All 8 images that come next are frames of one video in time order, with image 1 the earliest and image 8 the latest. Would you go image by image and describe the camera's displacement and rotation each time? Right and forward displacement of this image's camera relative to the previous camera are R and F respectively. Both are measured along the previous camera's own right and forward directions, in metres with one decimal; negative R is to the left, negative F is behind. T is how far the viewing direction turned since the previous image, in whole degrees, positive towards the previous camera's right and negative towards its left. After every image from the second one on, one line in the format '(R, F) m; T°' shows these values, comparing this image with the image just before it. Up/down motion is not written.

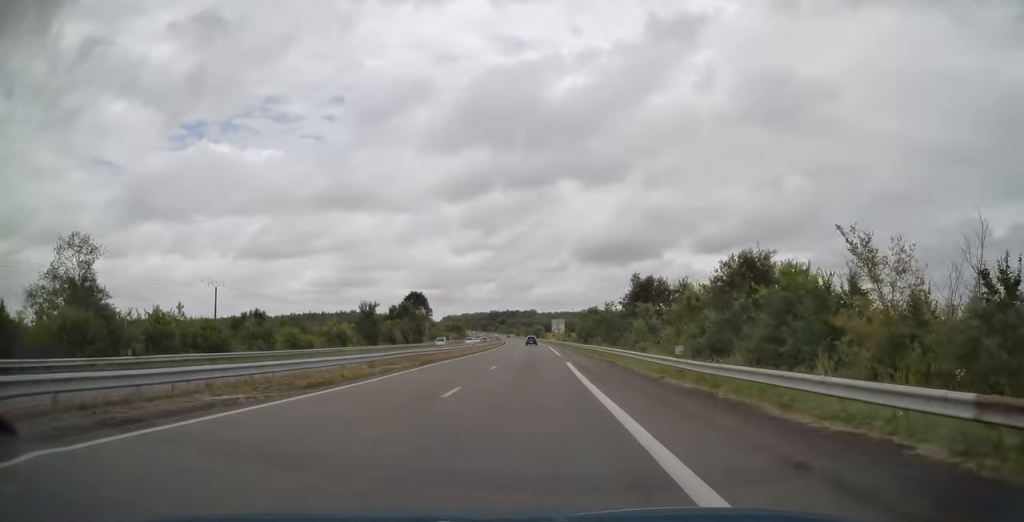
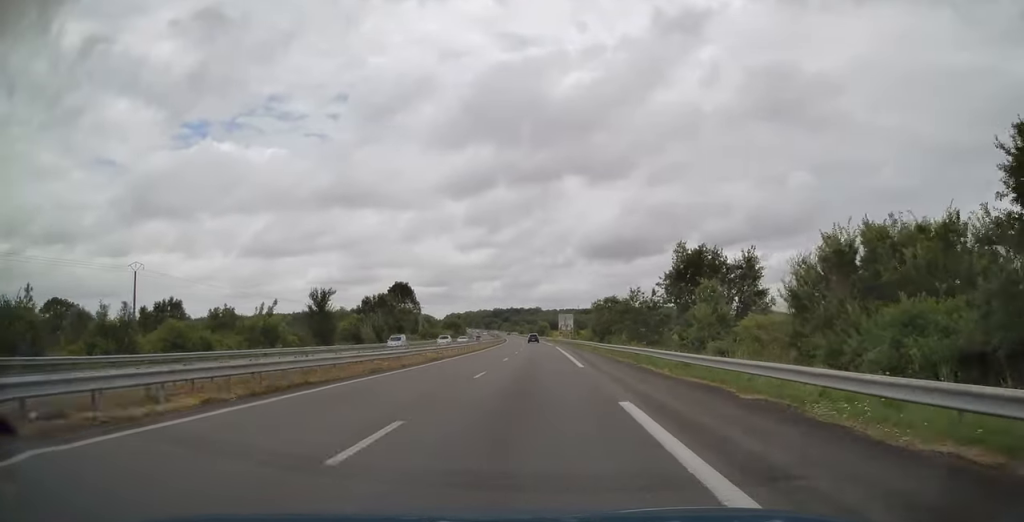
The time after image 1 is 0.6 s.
(-0.1, +21.2) m; 0°
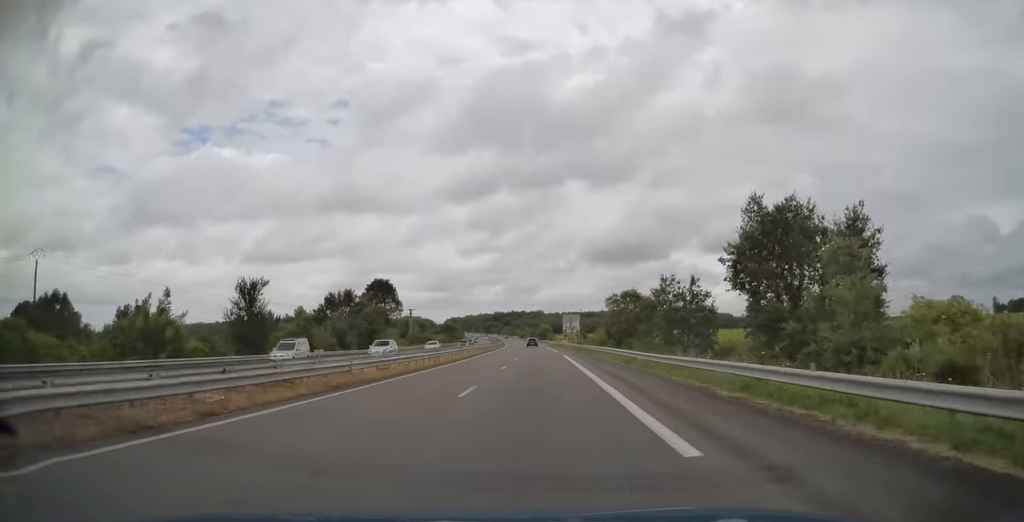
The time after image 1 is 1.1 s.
(0.0, +17.7) m; 0°
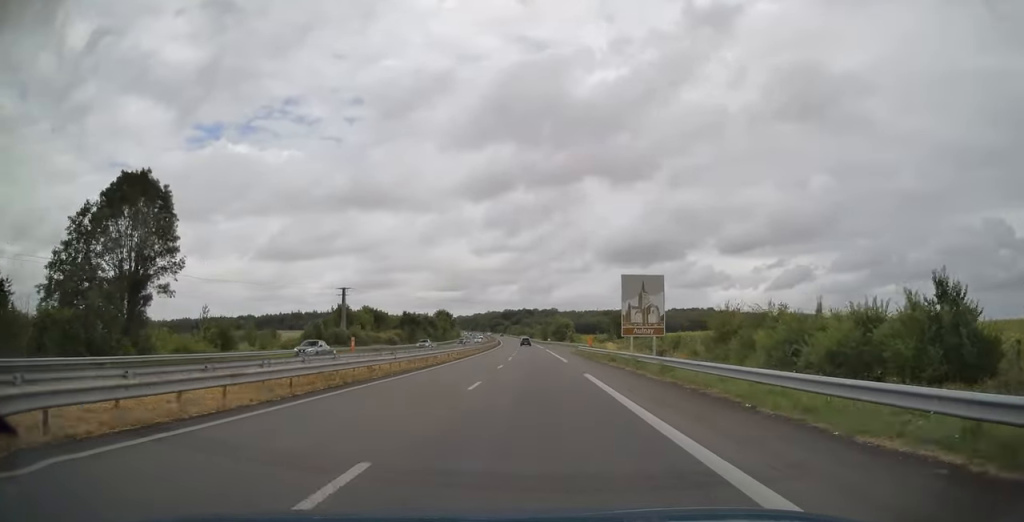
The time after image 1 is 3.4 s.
(-0.9, +76.6) m; -1°
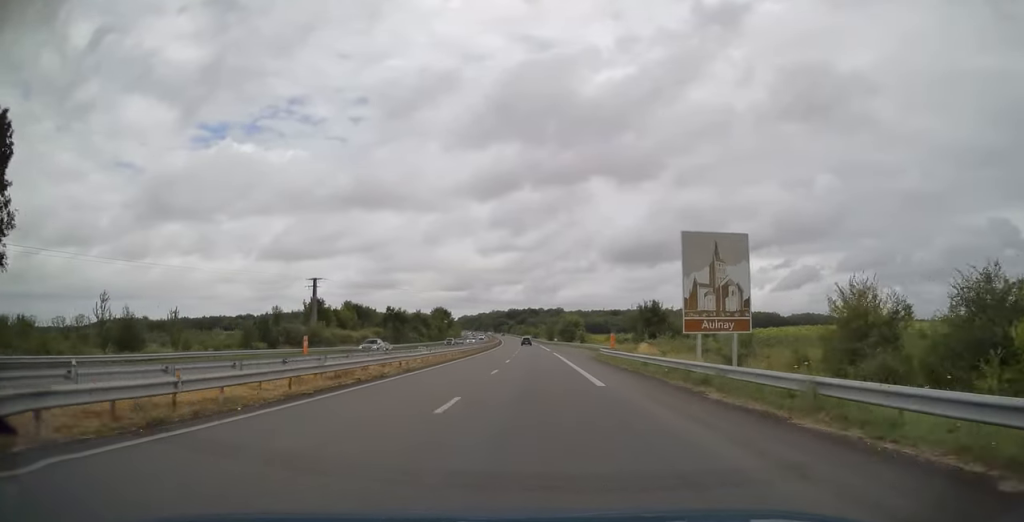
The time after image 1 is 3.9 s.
(-0.1, +18.3) m; 0°
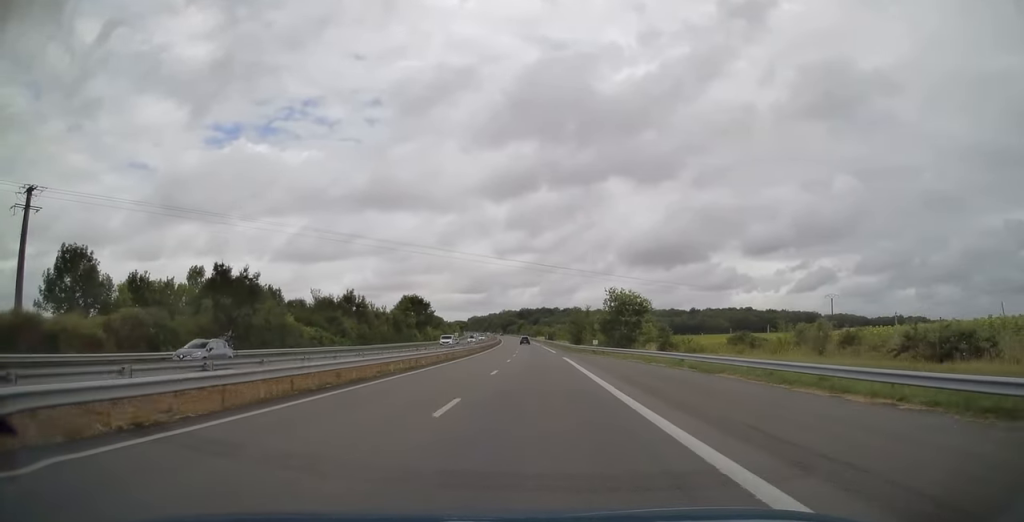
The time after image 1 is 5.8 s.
(-0.7, +66.4) m; -1°
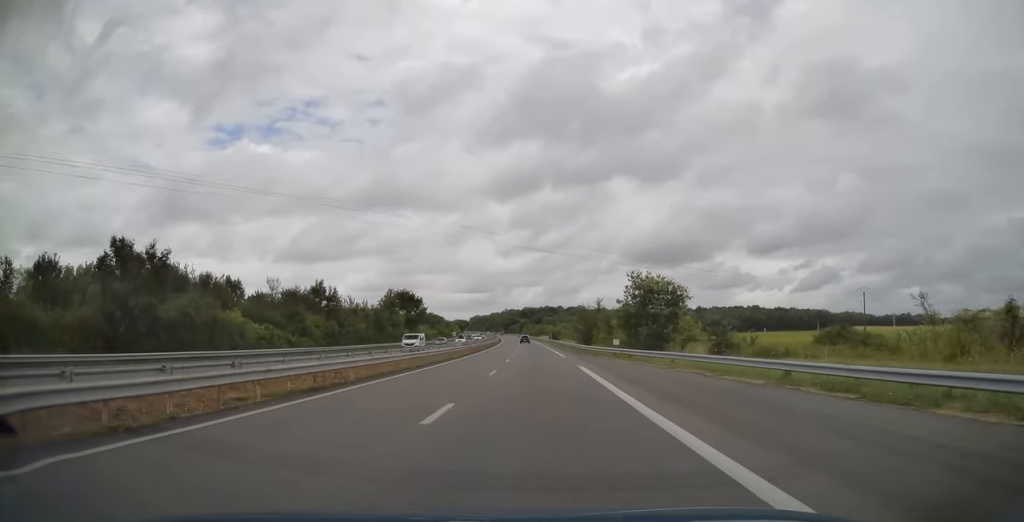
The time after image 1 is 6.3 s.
(0.0, +14.3) m; 0°
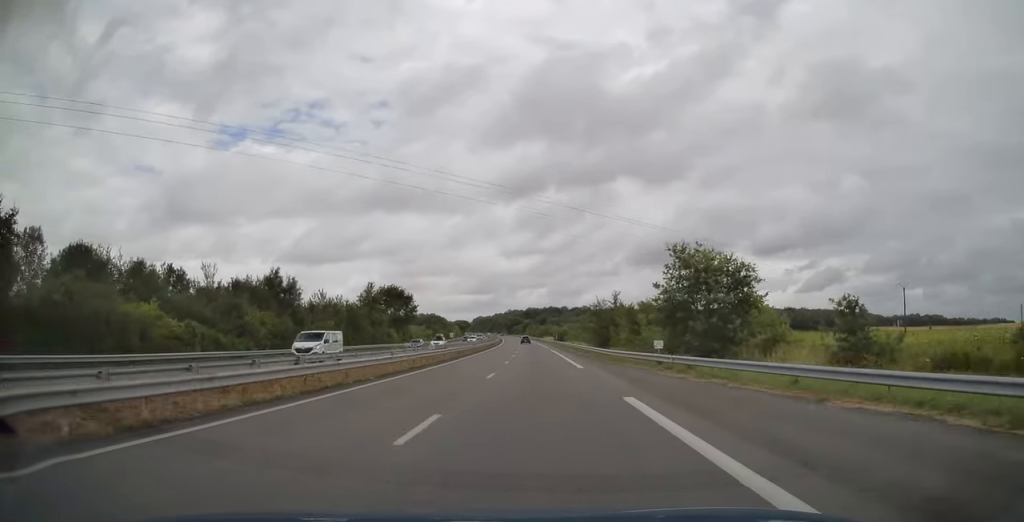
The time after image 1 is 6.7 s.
(-0.1, +14.8) m; 0°
